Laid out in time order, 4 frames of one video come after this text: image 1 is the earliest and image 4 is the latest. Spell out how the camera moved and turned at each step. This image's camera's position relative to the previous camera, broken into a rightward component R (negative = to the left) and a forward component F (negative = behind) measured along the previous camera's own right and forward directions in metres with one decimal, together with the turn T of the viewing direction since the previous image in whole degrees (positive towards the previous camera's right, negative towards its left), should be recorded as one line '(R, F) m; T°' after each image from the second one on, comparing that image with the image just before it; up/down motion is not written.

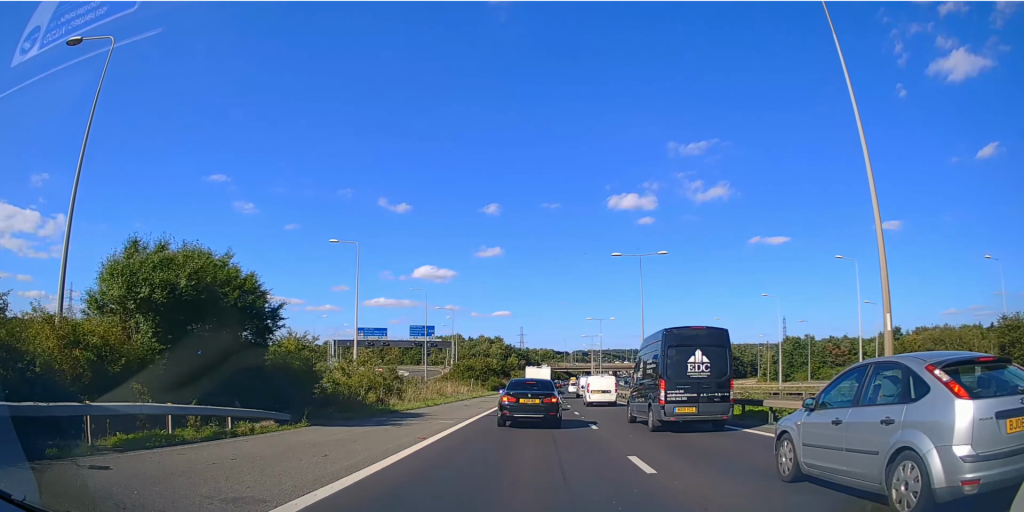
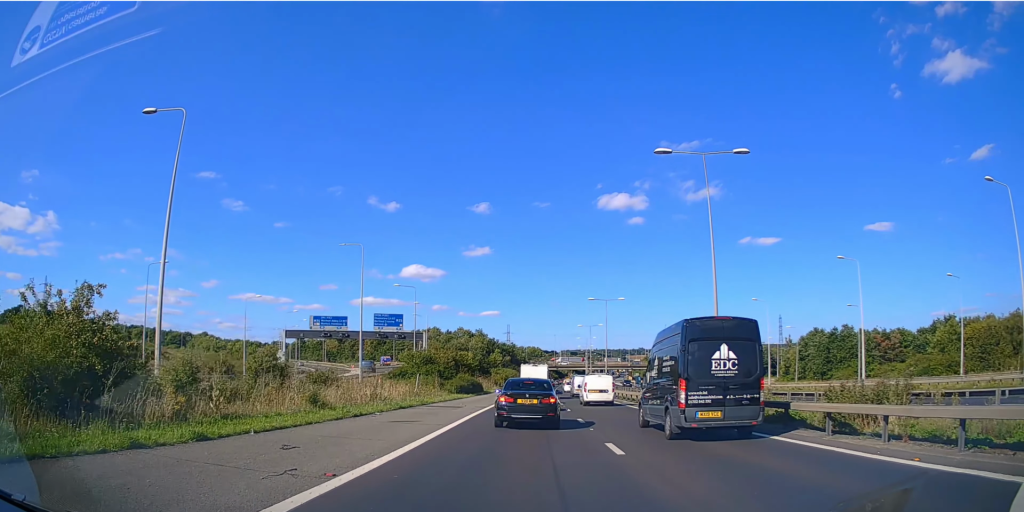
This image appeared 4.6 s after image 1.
(-0.2, +23.0) m; 0°
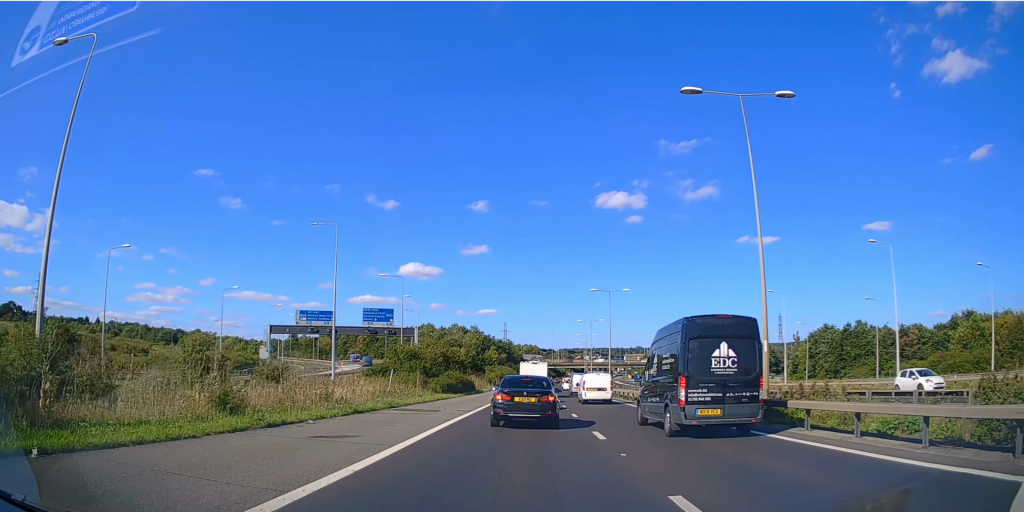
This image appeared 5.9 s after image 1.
(0.0, +6.5) m; 0°
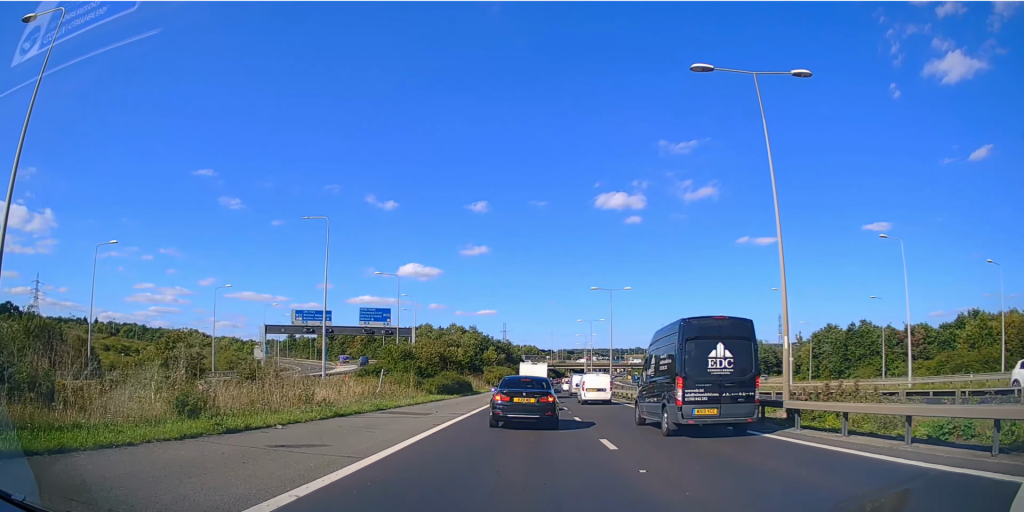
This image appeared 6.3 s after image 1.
(0.0, +2.0) m; 0°
